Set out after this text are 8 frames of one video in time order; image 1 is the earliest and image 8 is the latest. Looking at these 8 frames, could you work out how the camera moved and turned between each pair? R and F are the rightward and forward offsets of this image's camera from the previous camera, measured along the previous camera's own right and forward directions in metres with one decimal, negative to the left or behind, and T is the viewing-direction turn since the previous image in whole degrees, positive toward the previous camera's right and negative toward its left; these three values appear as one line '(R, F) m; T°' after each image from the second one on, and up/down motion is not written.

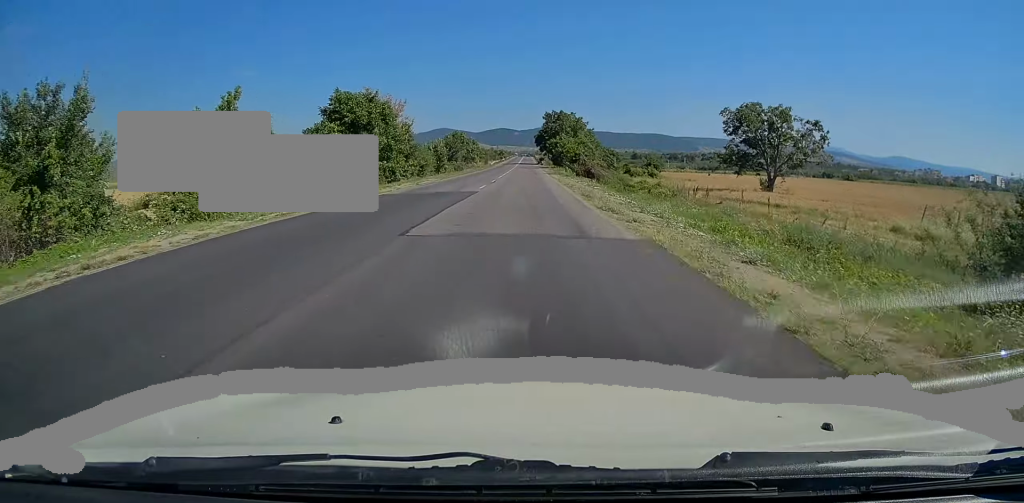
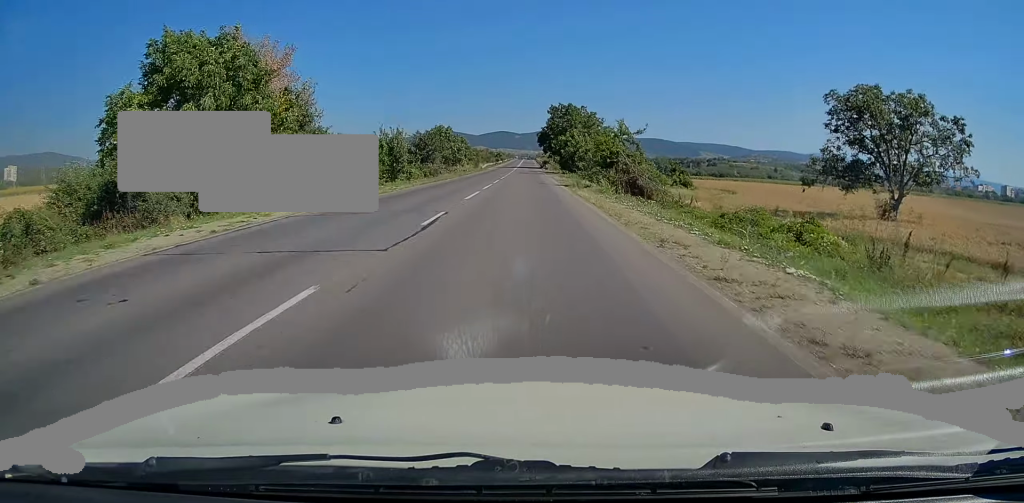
(-0.1, +26.0) m; 0°
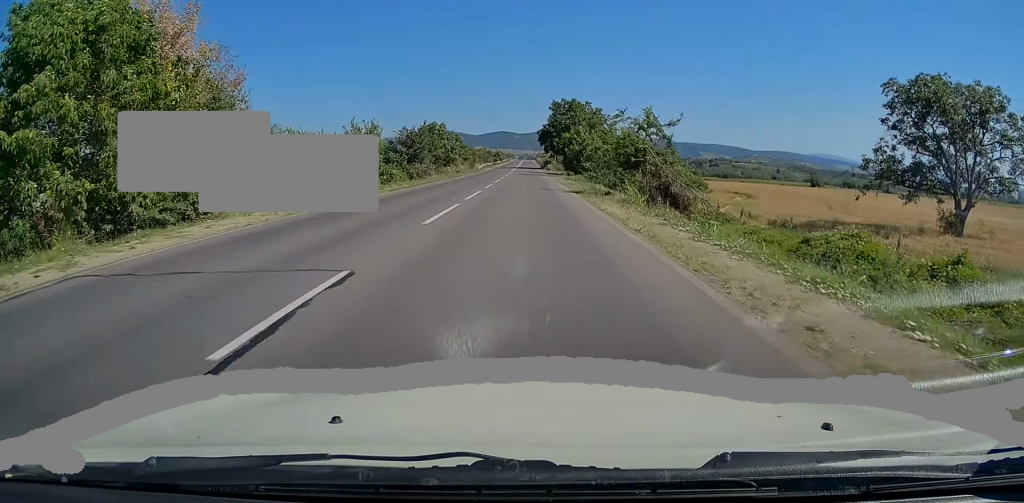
(0.0, +8.5) m; 0°
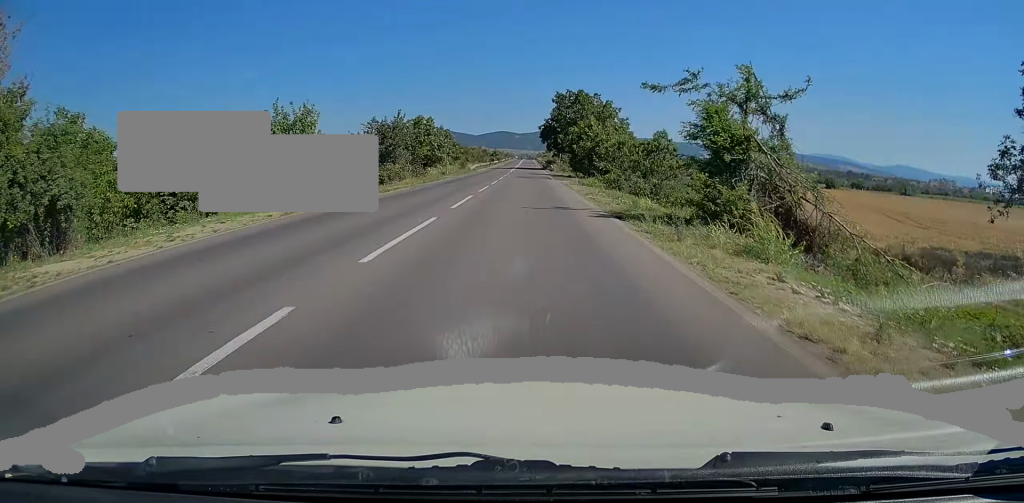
(0.0, +13.5) m; 0°
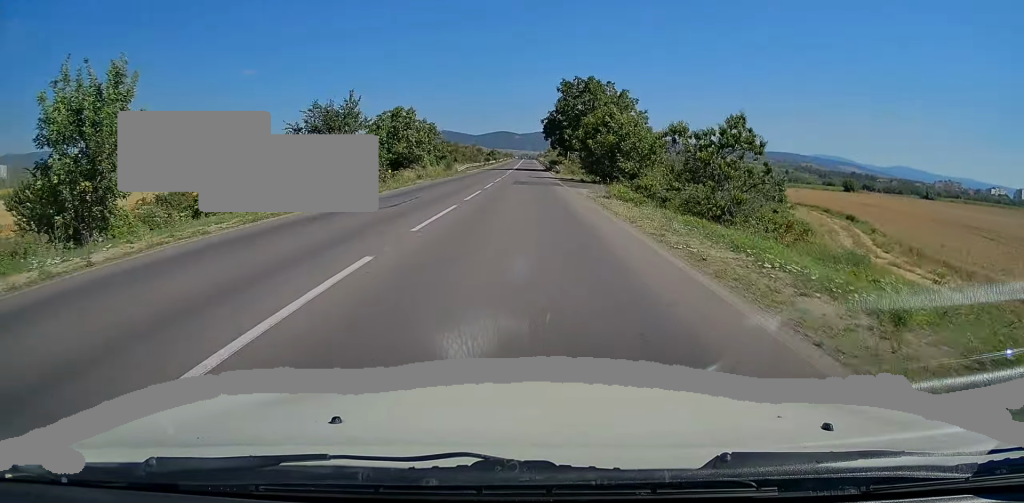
(-0.1, +15.1) m; 0°
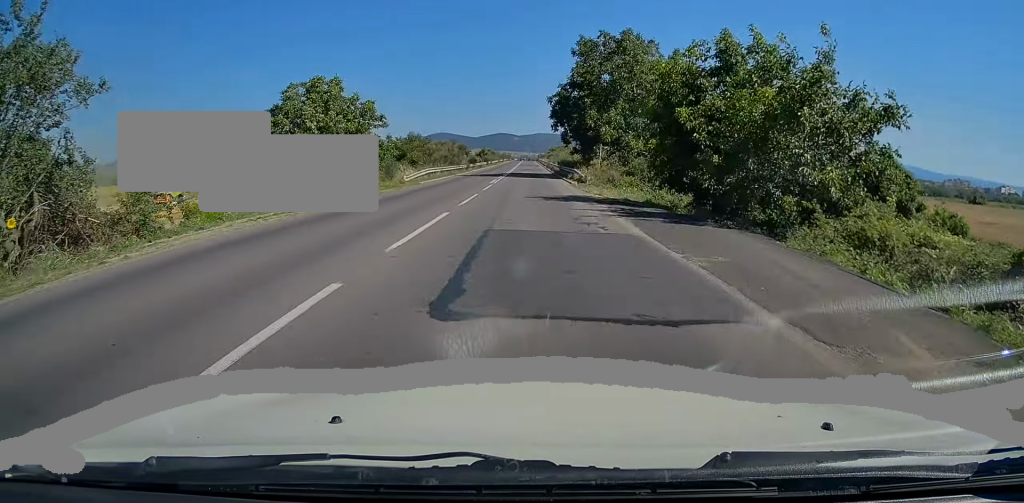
(+0.1, +29.0) m; 0°
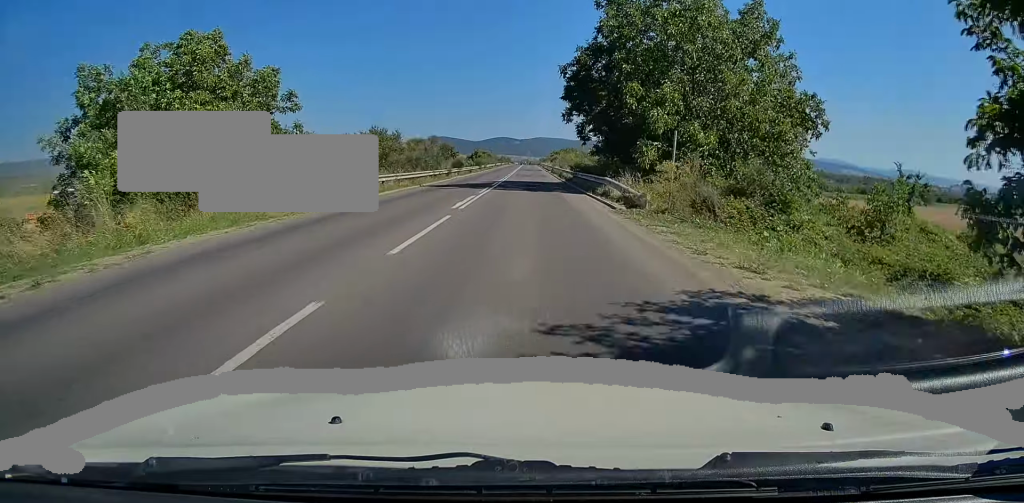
(0.0, +18.2) m; 0°
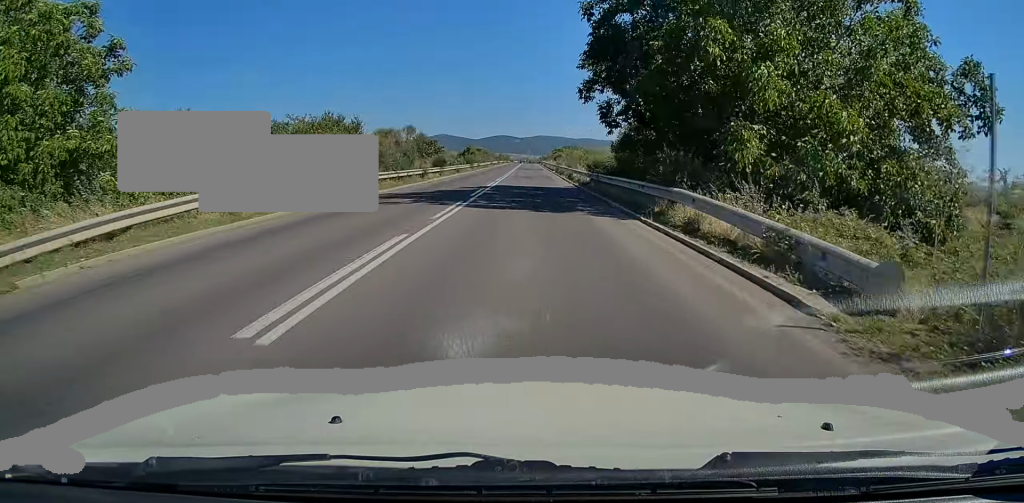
(0.0, +13.1) m; 0°
